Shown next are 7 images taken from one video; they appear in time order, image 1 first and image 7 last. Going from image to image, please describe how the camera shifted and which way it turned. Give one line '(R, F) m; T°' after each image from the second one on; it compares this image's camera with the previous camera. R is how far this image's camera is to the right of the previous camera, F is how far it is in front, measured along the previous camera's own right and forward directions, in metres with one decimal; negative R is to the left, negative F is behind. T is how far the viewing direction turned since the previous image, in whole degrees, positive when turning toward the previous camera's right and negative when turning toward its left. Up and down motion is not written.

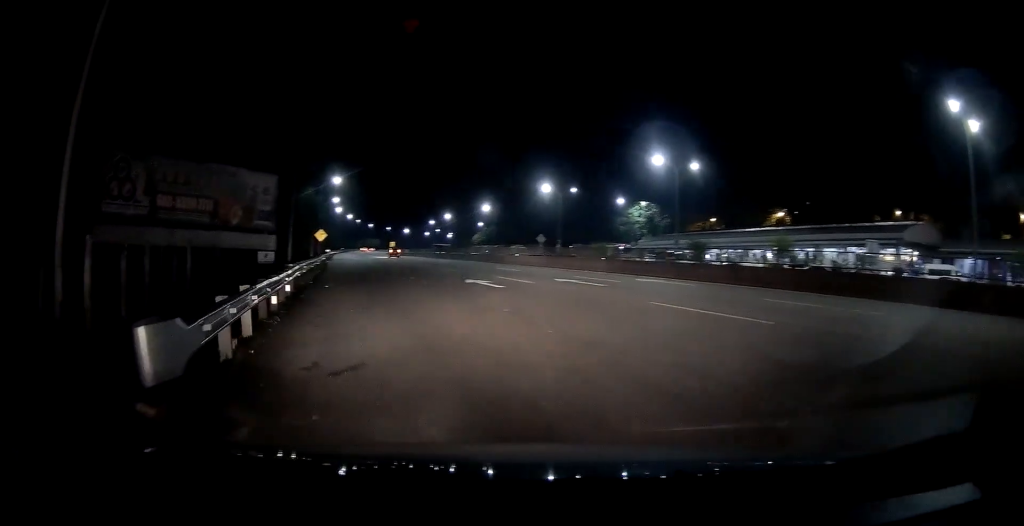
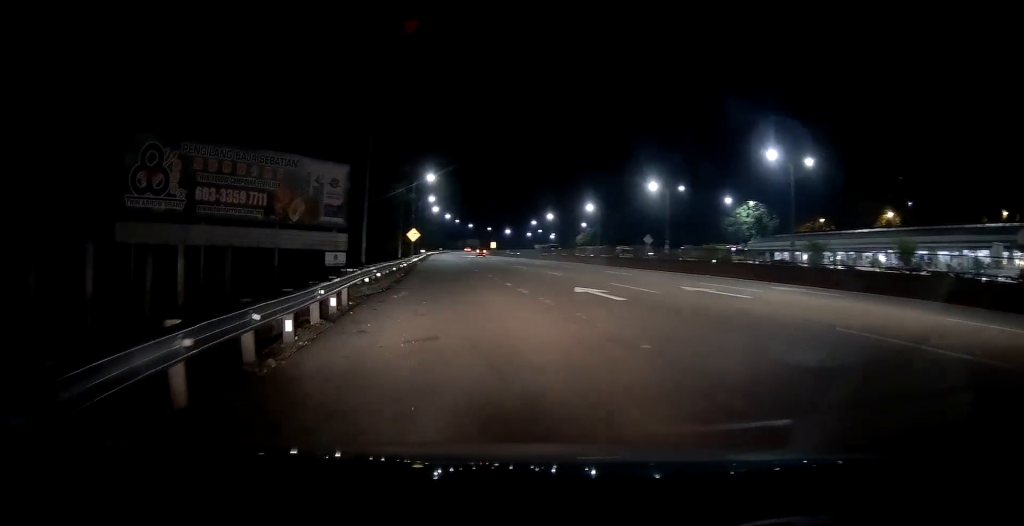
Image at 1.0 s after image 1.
(-0.2, +4.6) m; 0°
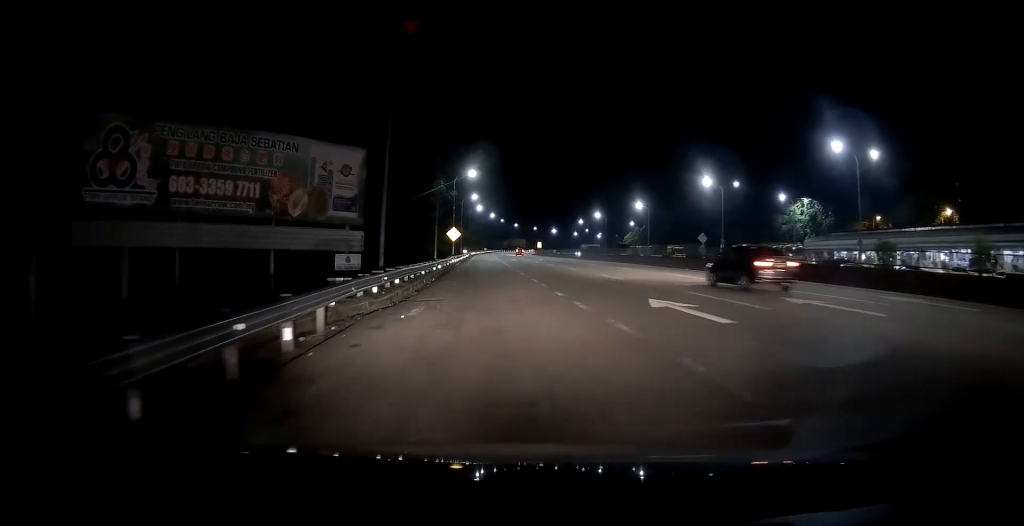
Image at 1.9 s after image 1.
(+0.3, +4.9) m; -4°
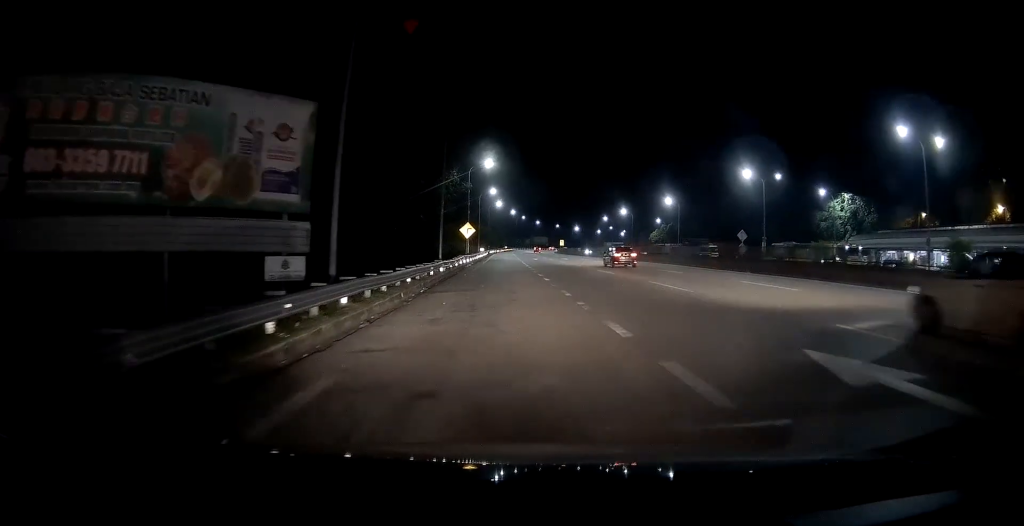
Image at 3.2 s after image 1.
(-1.3, +7.7) m; -8°
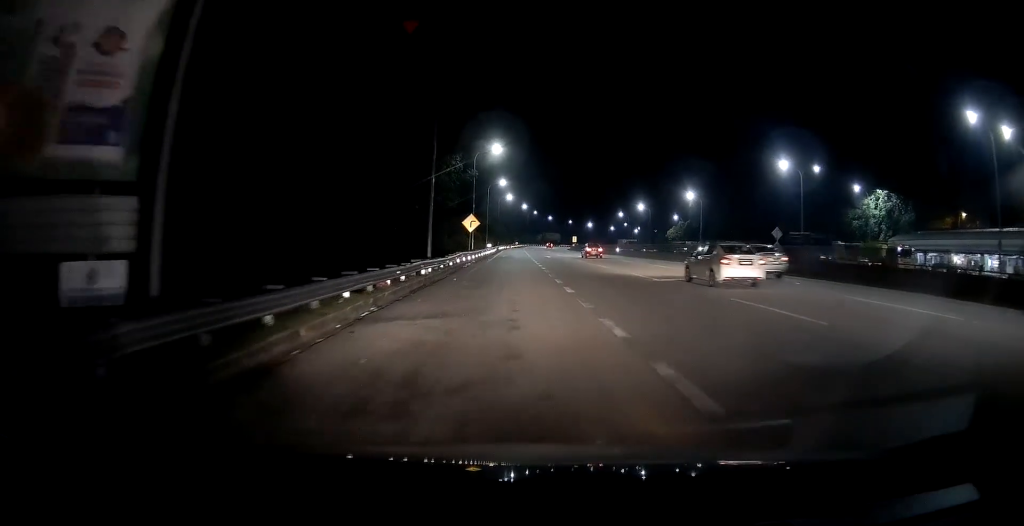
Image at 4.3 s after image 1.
(+0.5, +8.0) m; +3°
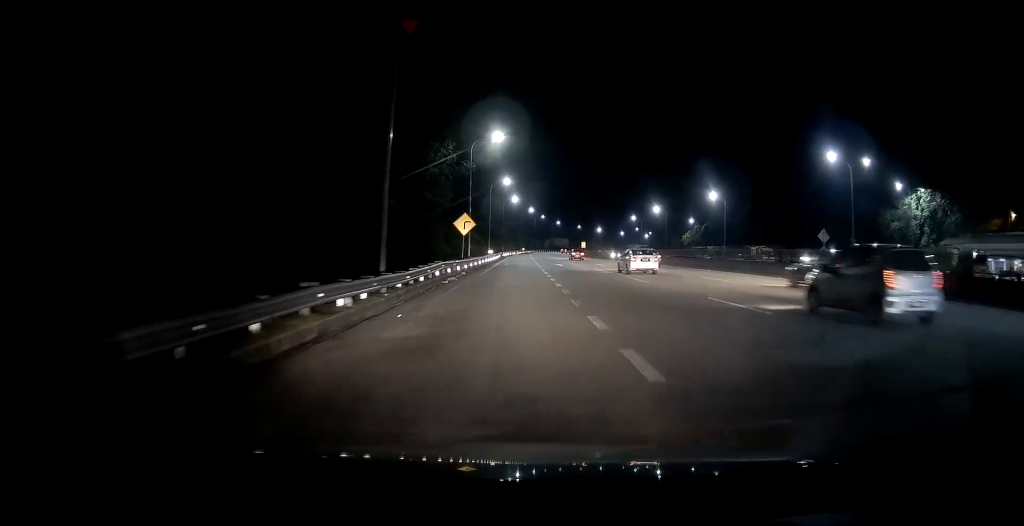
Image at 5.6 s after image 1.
(-0.4, +10.4) m; +2°
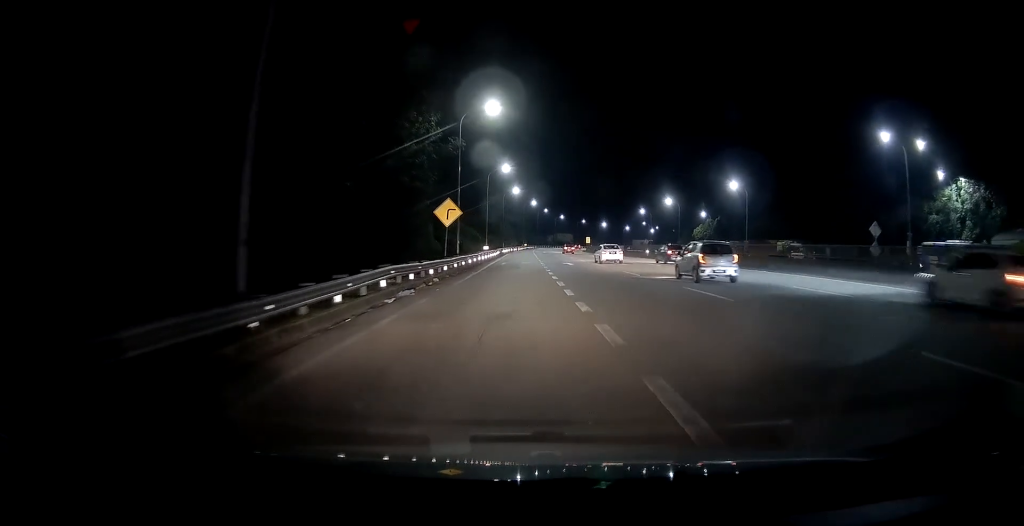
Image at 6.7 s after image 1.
(+0.9, +9.8) m; +1°
